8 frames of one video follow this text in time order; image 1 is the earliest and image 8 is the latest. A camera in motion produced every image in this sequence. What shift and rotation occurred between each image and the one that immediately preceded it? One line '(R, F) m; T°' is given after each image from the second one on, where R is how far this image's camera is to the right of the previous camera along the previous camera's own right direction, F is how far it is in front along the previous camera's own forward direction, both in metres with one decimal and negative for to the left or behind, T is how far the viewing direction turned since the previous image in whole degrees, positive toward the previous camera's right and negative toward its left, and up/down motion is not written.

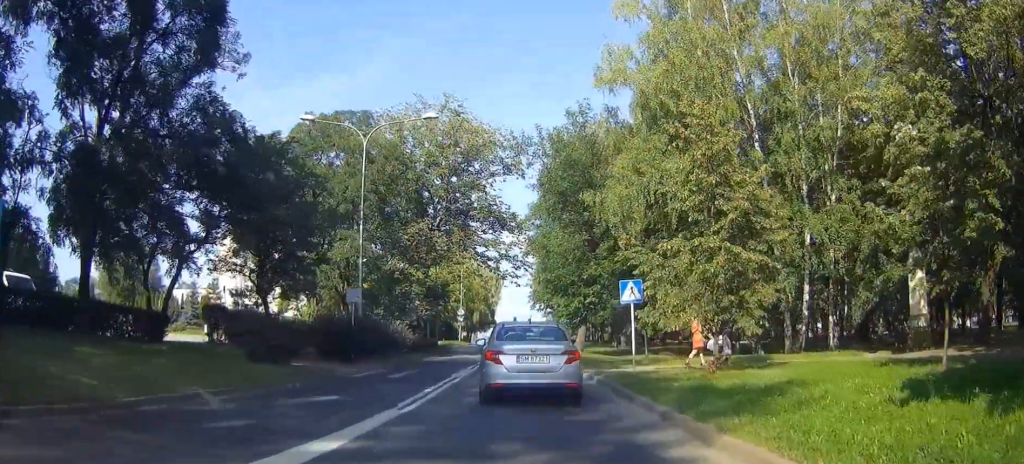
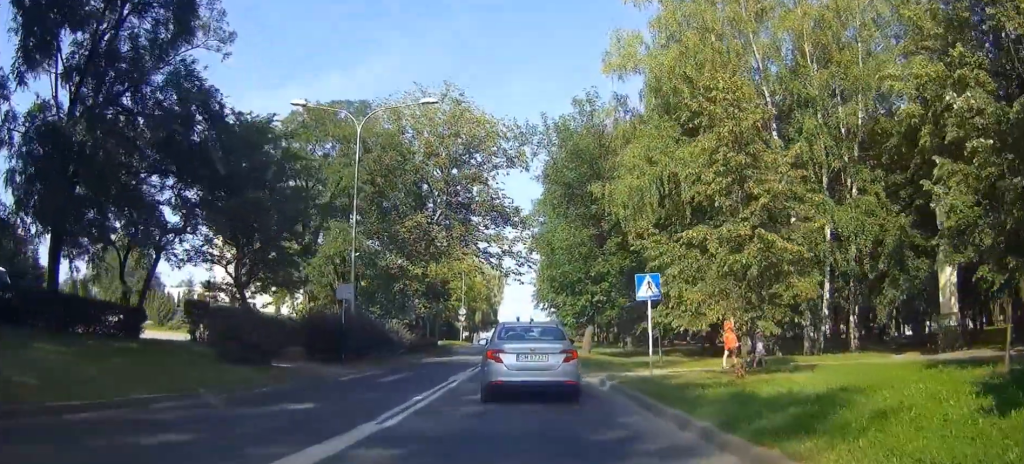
(0.0, +2.0) m; 0°
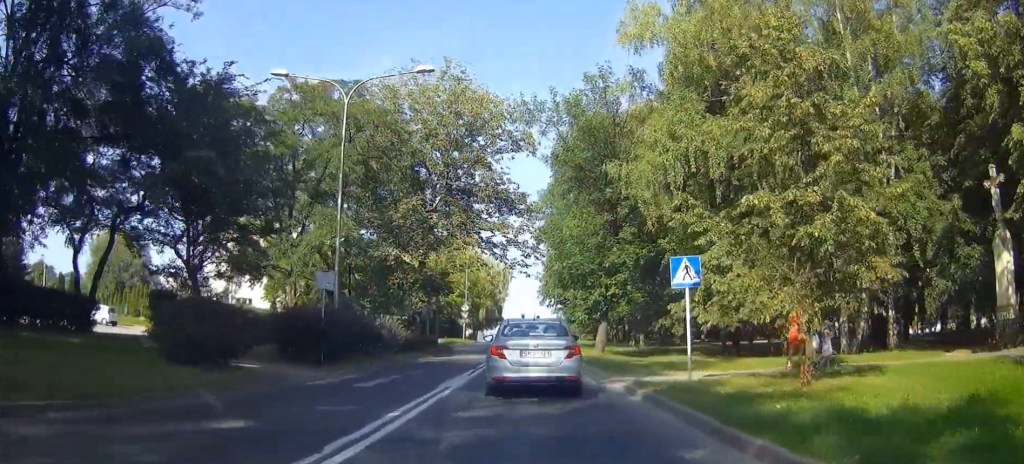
(0.0, +2.8) m; 0°
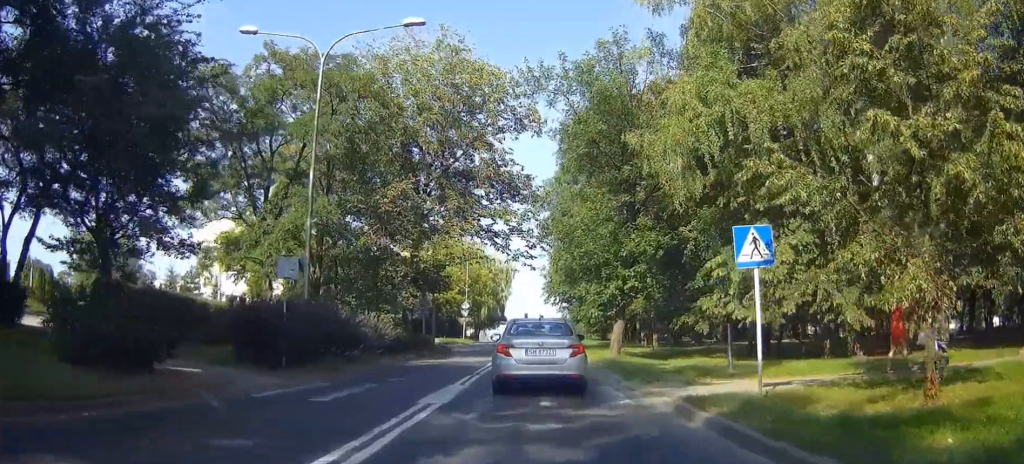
(0.0, +3.4) m; 0°
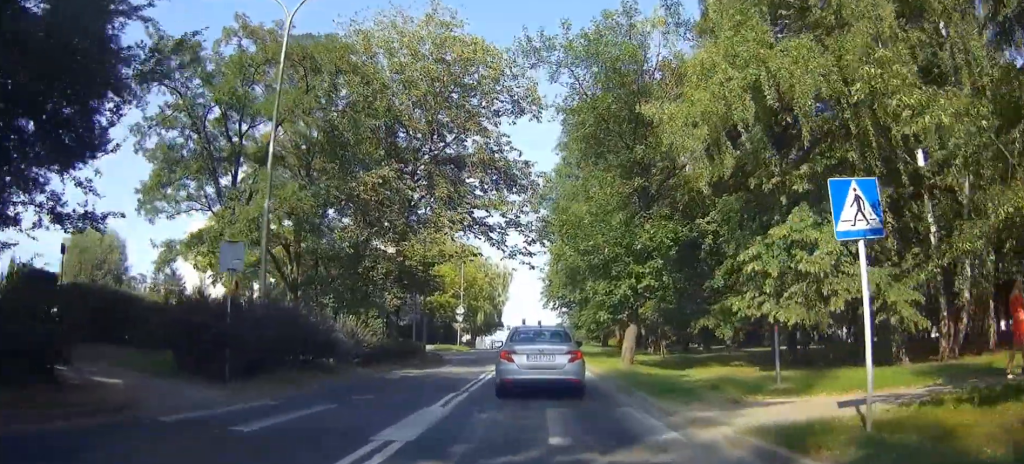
(0.0, +3.2) m; 0°
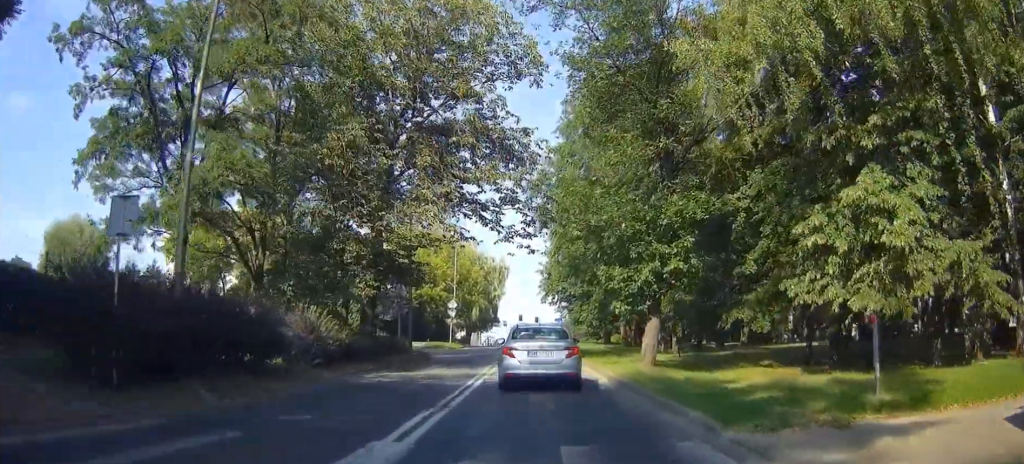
(0.0, +4.2) m; 0°
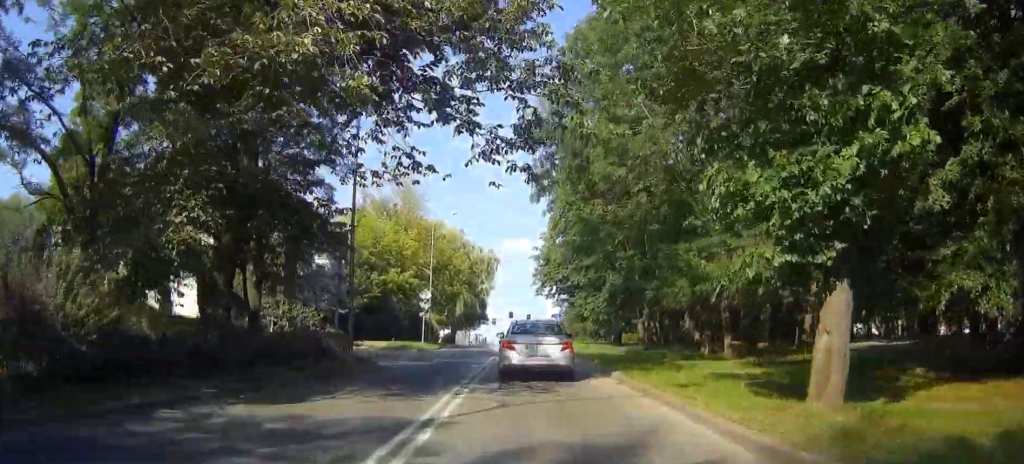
(0.0, +10.9) m; +1°
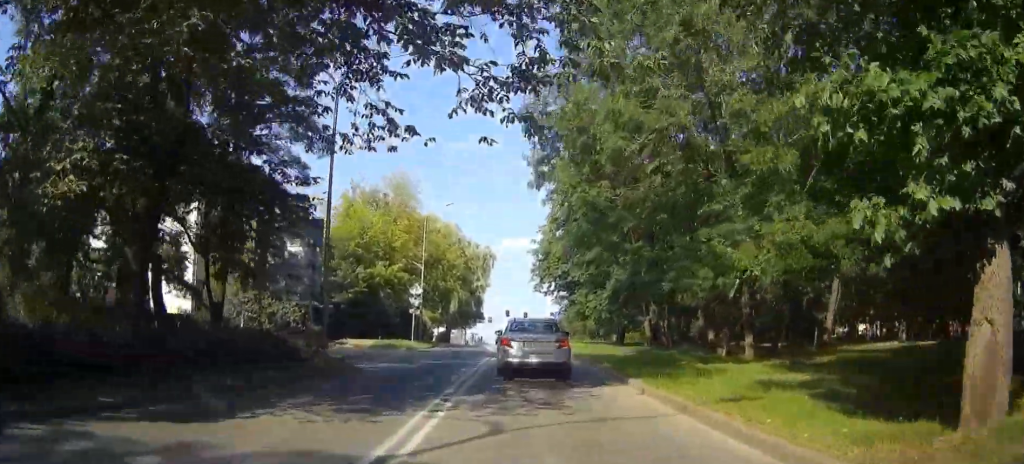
(0.0, +2.9) m; 0°
